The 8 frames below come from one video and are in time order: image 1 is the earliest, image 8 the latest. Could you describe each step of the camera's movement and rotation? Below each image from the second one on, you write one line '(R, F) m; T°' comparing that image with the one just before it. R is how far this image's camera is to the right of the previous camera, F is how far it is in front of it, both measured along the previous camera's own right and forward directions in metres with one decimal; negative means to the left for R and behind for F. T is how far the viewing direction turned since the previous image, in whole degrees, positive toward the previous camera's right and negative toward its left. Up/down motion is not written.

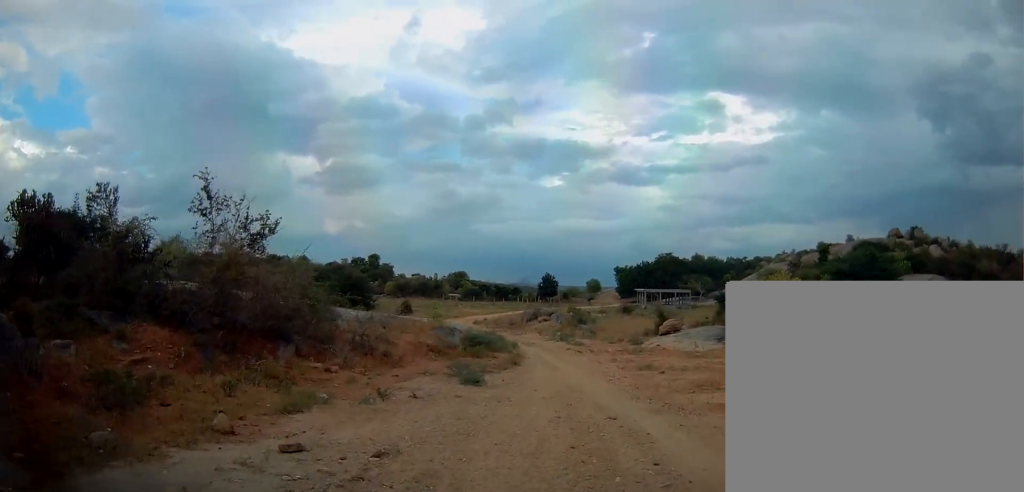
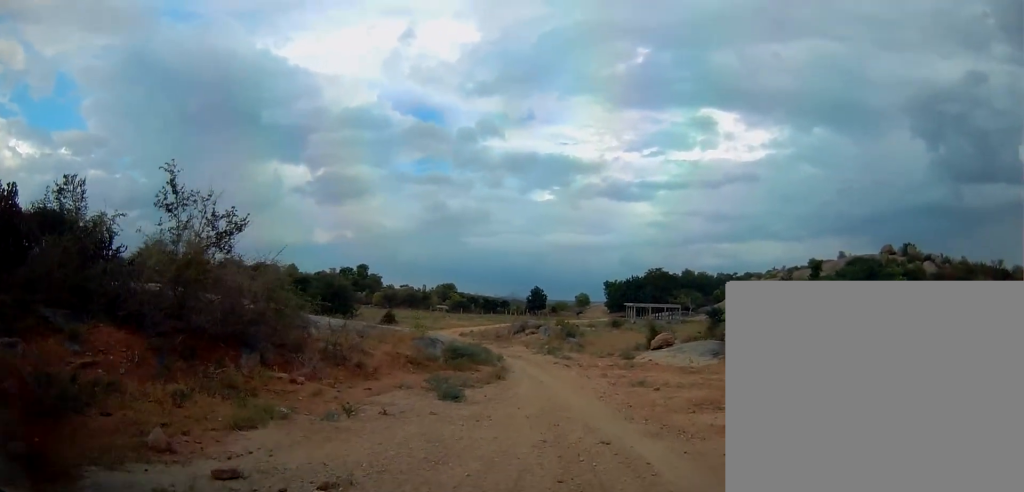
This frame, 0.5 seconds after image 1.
(0.0, +1.1) m; 0°
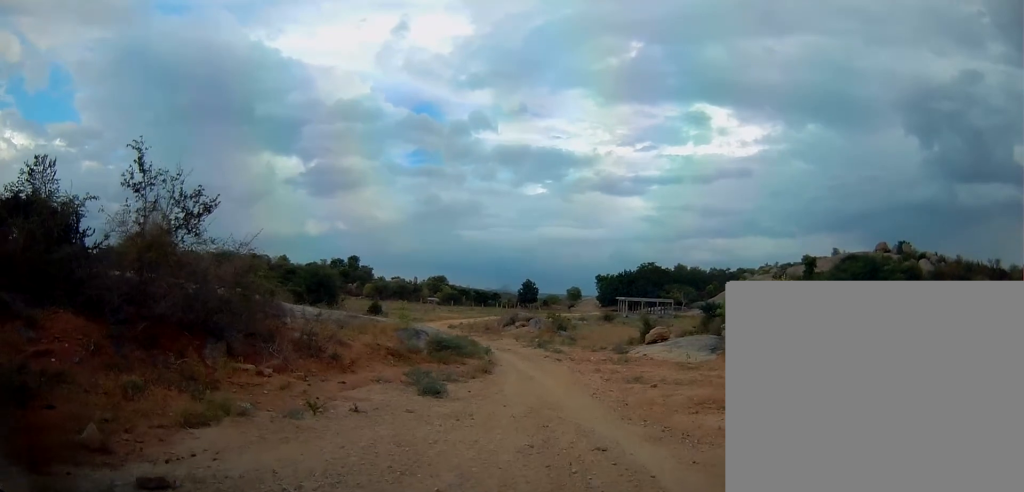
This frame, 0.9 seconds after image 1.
(0.0, +1.0) m; +1°
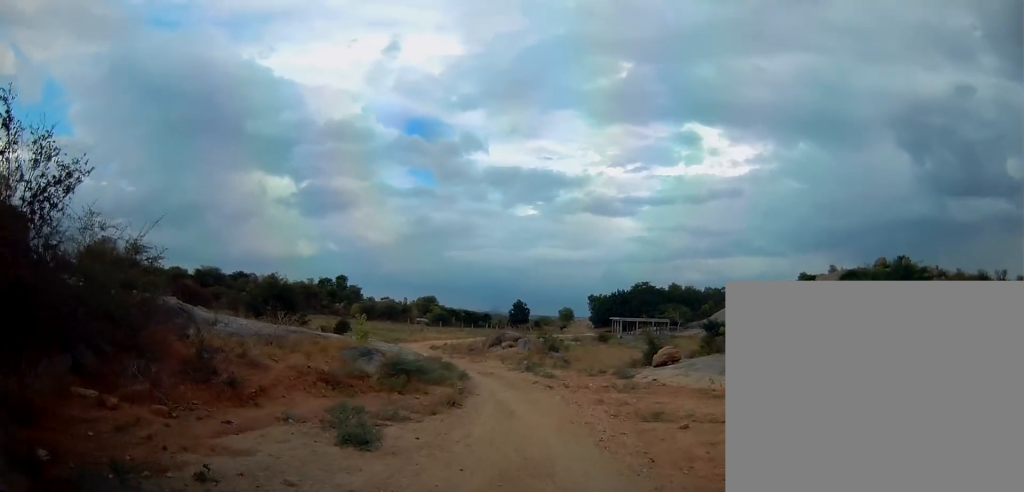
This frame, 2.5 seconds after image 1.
(+0.5, +4.2) m; +7°
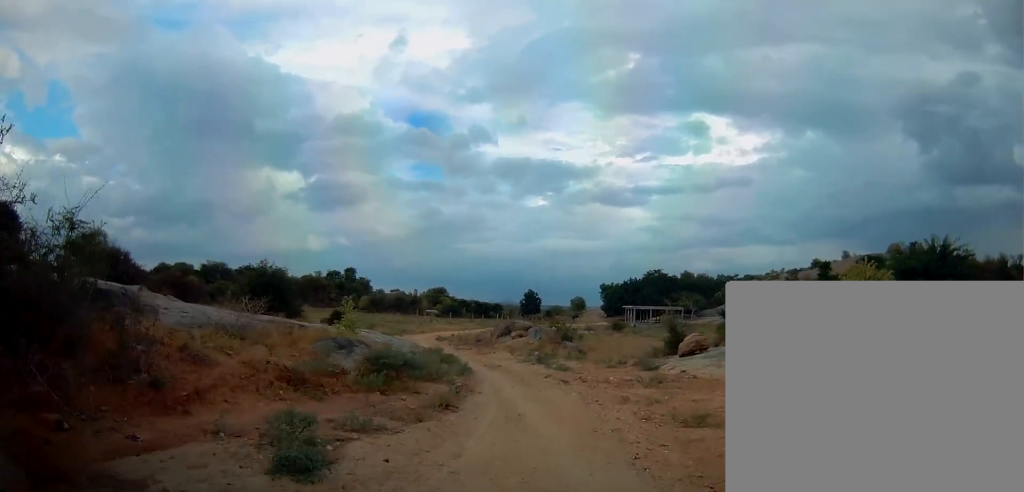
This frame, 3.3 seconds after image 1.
(-0.1, +2.4) m; -4°
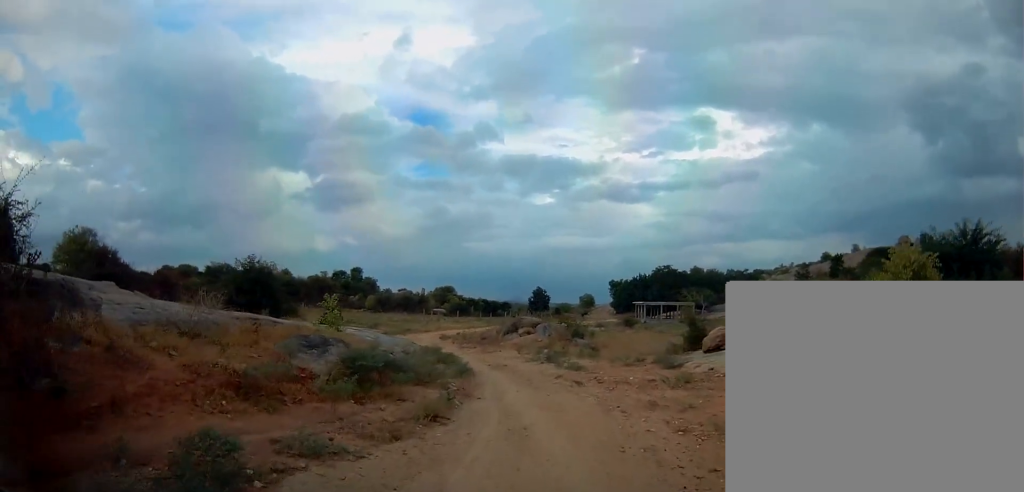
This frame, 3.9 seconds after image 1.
(-0.1, +2.0) m; -4°
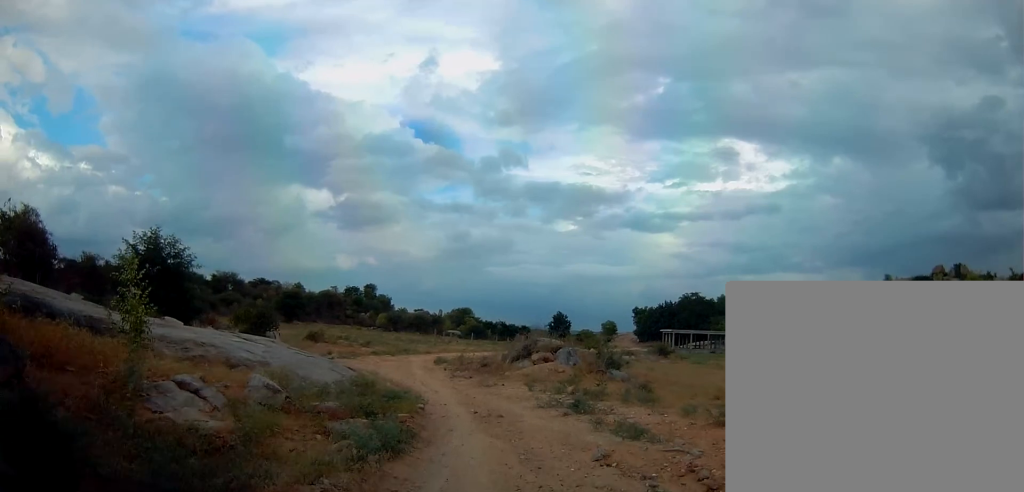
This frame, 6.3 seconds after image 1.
(0.0, +8.5) m; 0°
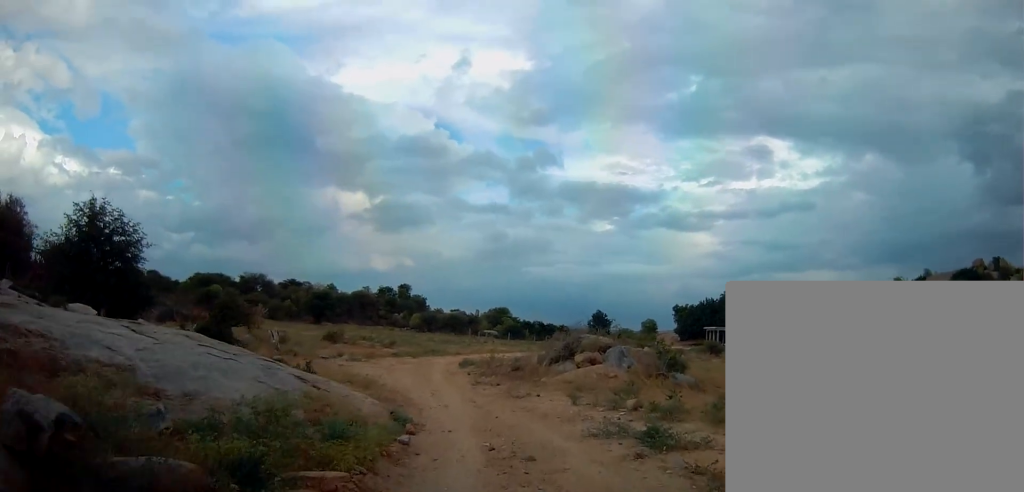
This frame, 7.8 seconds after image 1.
(0.0, +4.5) m; 0°
